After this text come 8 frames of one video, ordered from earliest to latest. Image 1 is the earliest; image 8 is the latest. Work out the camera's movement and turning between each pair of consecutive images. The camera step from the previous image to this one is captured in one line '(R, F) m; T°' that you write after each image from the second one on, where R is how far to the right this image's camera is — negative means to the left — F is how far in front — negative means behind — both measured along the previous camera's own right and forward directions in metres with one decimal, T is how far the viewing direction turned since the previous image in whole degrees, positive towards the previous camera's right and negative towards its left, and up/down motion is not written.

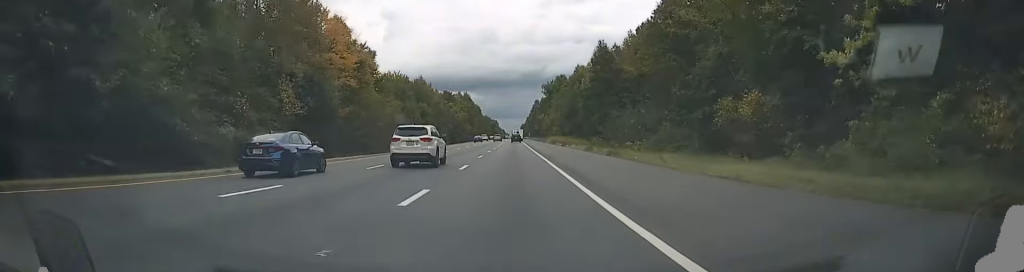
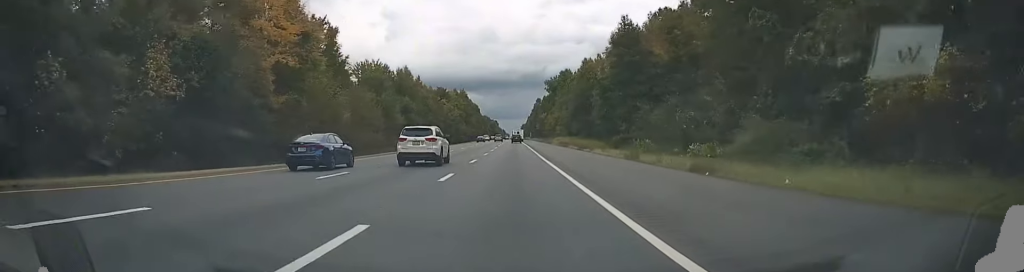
(-0.1, +16.7) m; 0°
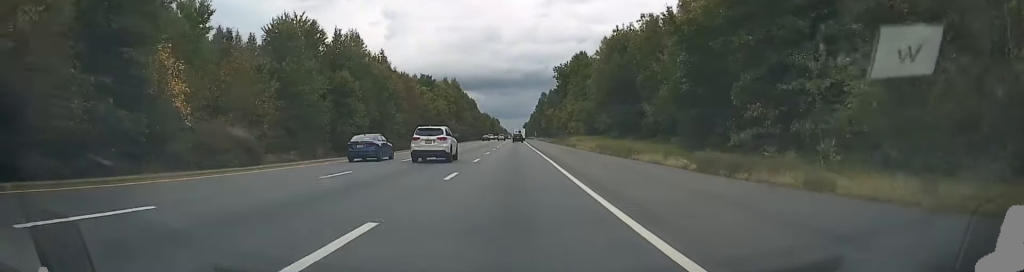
(+0.2, +34.0) m; 0°
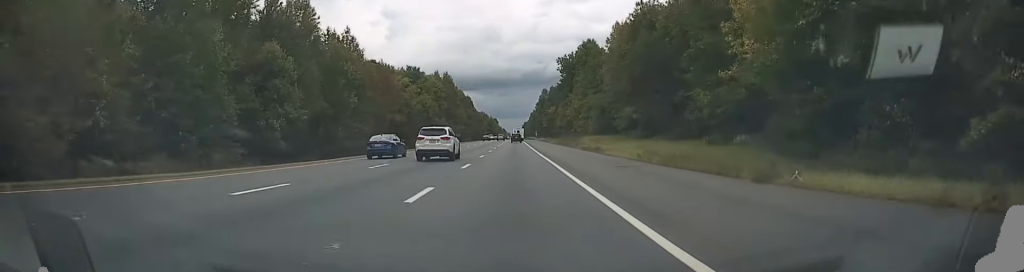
(-0.2, +17.6) m; -1°
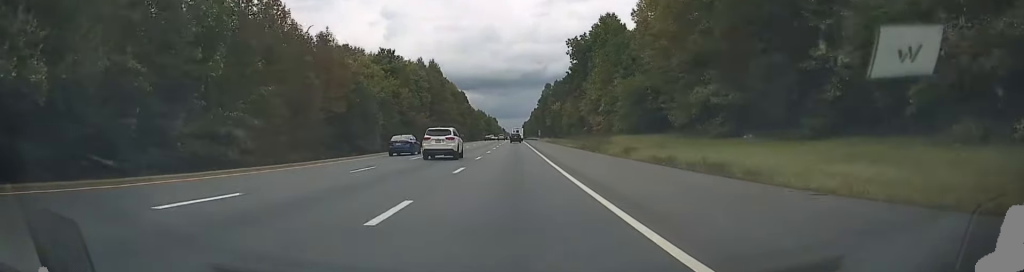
(+0.1, +27.1) m; +1°
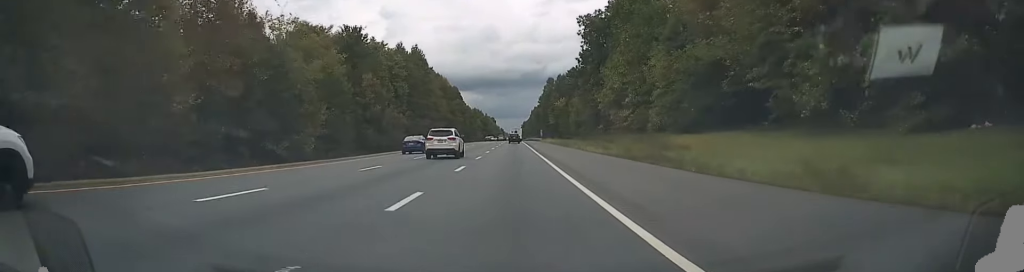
(+0.2, +22.9) m; 0°
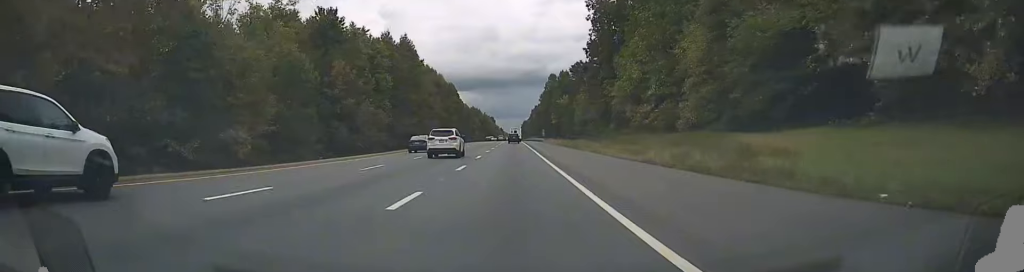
(0.0, +12.0) m; 0°
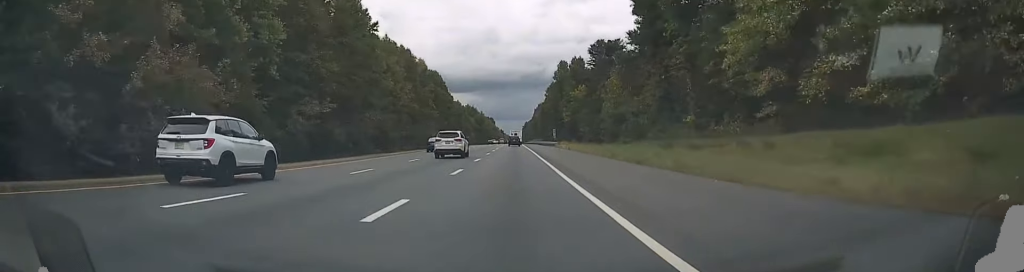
(-0.2, +40.1) m; -1°
